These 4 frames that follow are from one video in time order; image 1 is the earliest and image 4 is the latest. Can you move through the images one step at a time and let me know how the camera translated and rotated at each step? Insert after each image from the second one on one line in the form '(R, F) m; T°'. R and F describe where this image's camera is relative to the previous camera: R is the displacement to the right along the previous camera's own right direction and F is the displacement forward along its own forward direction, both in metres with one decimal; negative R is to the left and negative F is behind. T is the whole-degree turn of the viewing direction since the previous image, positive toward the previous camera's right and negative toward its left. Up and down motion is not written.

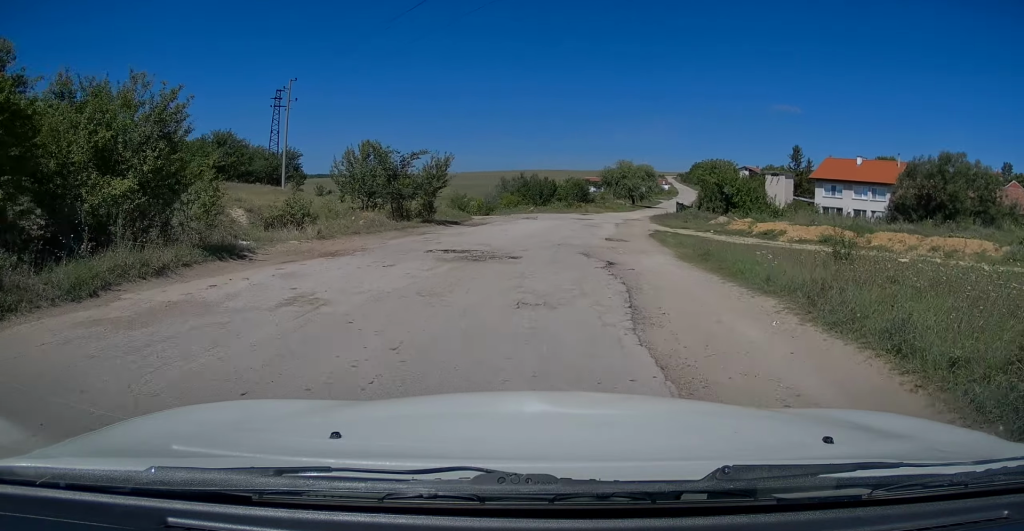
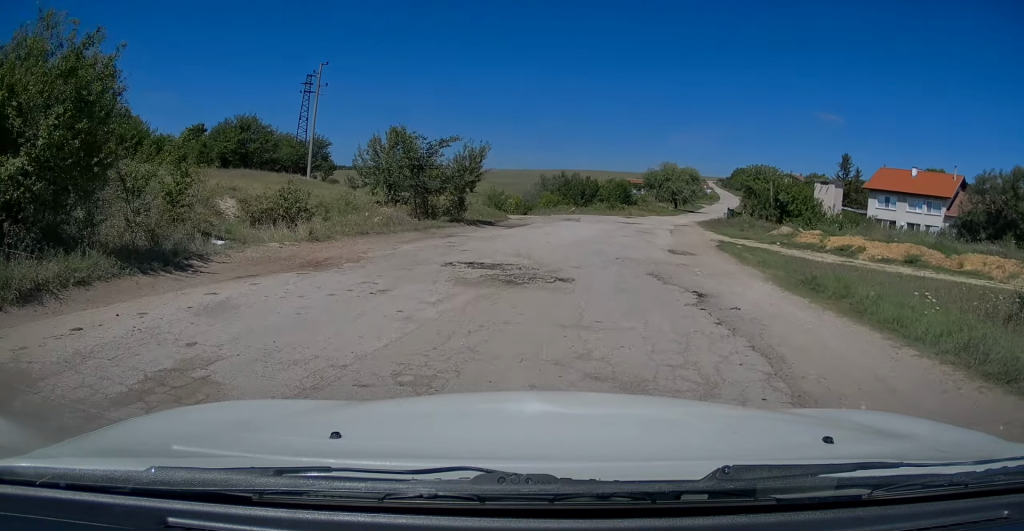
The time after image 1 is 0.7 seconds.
(-0.3, +3.7) m; -3°
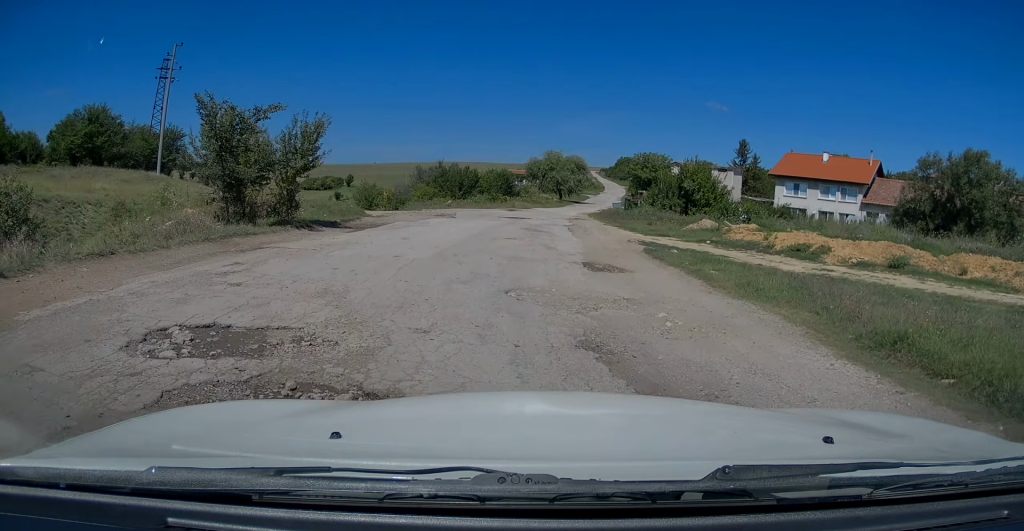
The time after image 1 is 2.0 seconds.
(+0.2, +6.4) m; +5°
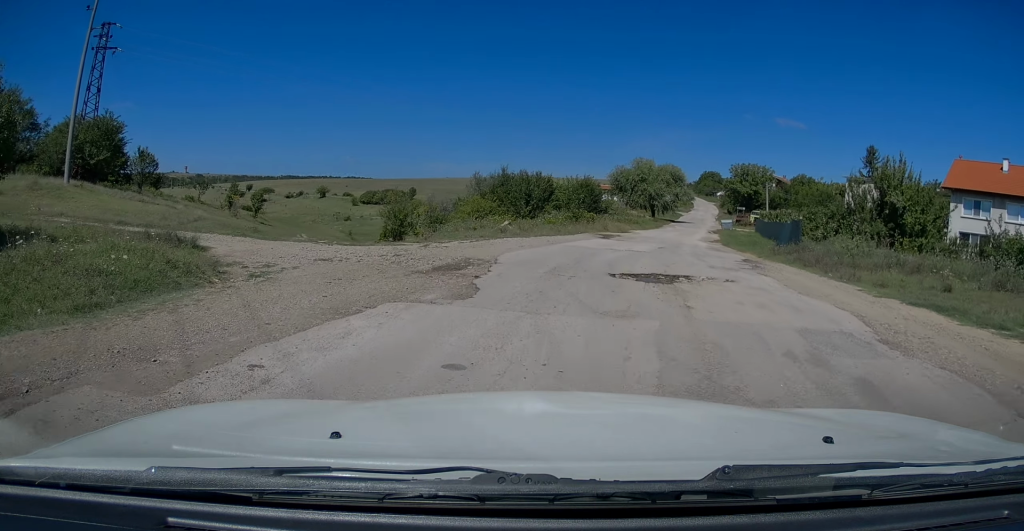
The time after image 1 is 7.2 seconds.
(-0.8, +18.9) m; -6°
